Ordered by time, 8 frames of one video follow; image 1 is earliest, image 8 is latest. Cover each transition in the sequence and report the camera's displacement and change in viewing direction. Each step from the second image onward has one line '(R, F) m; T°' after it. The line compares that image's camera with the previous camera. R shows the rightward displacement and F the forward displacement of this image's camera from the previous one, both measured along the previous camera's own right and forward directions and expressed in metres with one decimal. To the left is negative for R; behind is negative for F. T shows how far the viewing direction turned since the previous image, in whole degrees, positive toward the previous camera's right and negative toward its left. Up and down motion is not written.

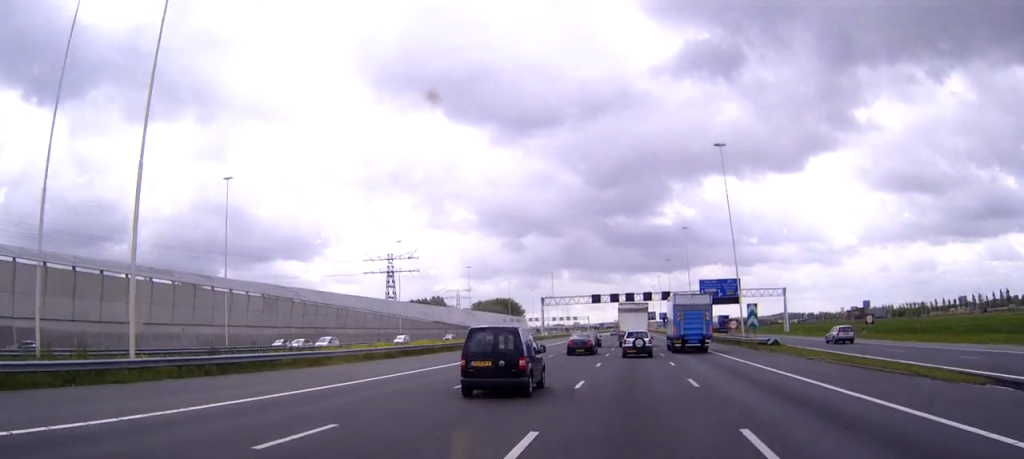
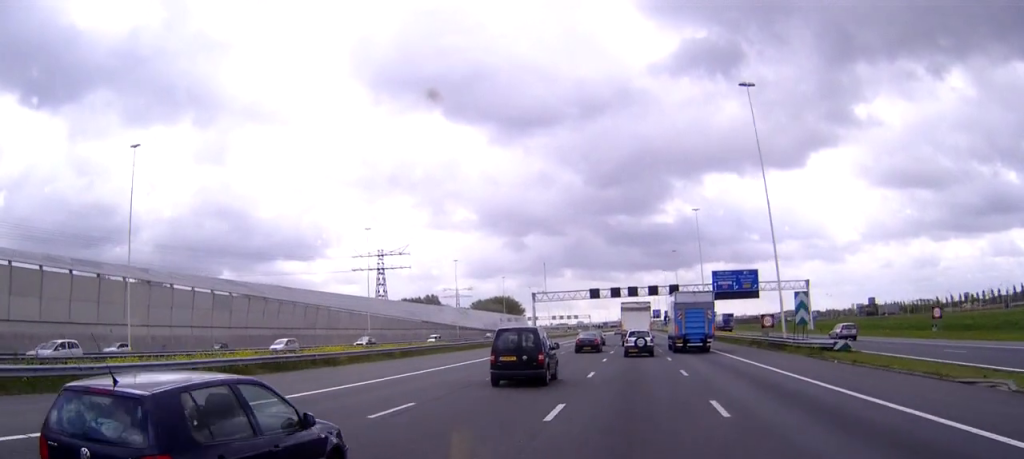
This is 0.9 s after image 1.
(+0.1, +19.2) m; 0°
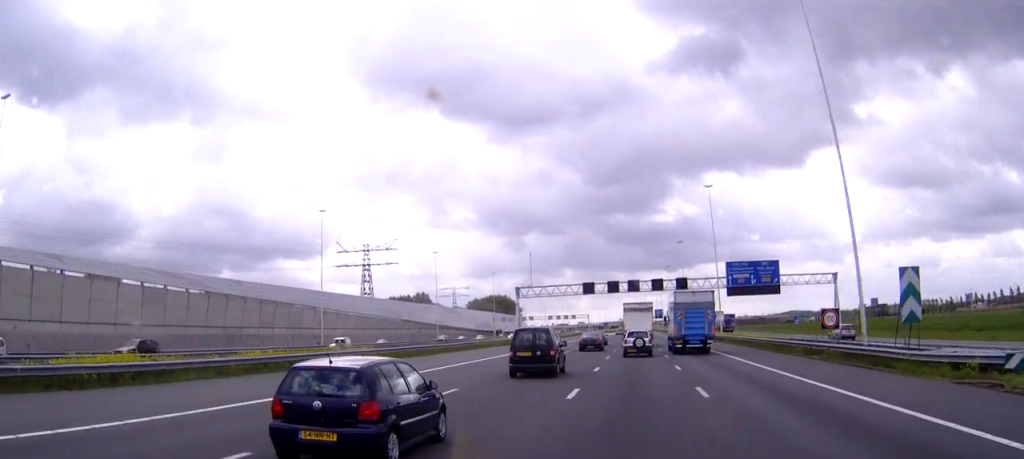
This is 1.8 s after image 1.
(0.0, +19.8) m; 0°
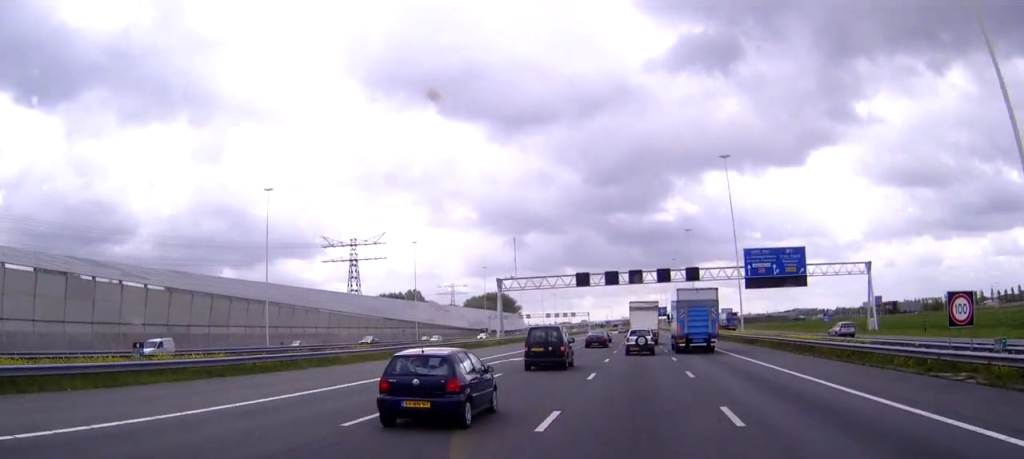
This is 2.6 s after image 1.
(0.0, +17.6) m; 0°
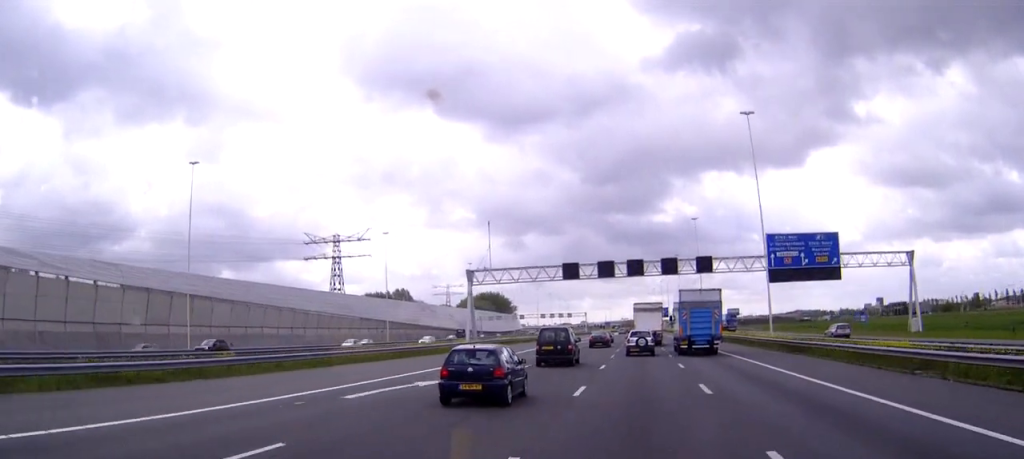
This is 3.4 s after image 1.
(-0.1, +17.6) m; 0°
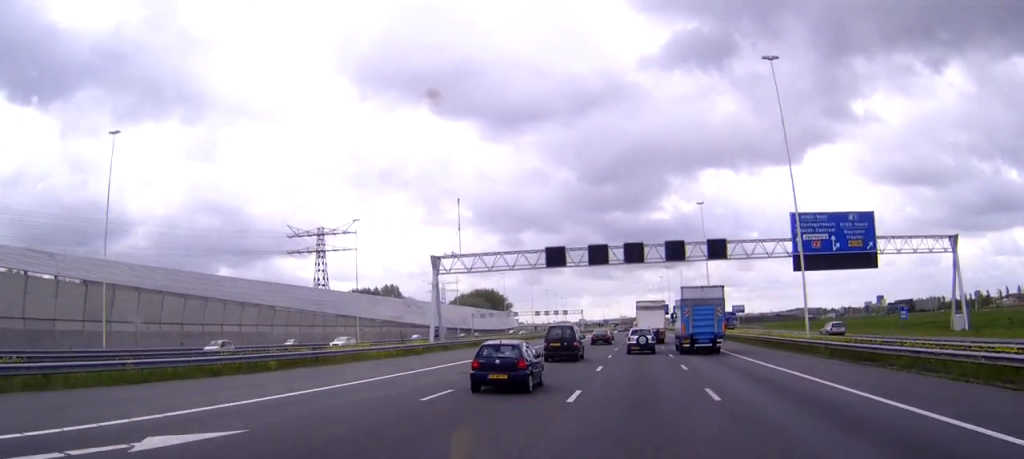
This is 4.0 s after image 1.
(0.0, +14.0) m; 0°
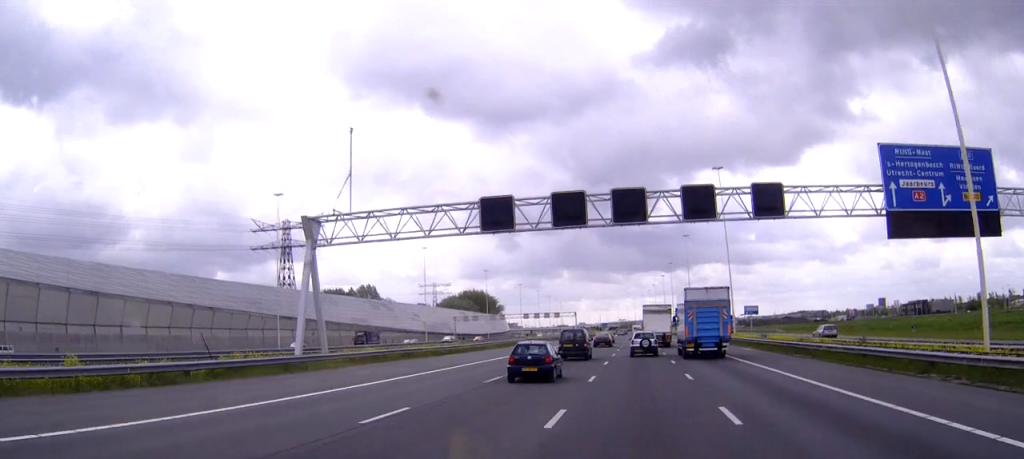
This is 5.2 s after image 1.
(0.0, +27.3) m; 0°
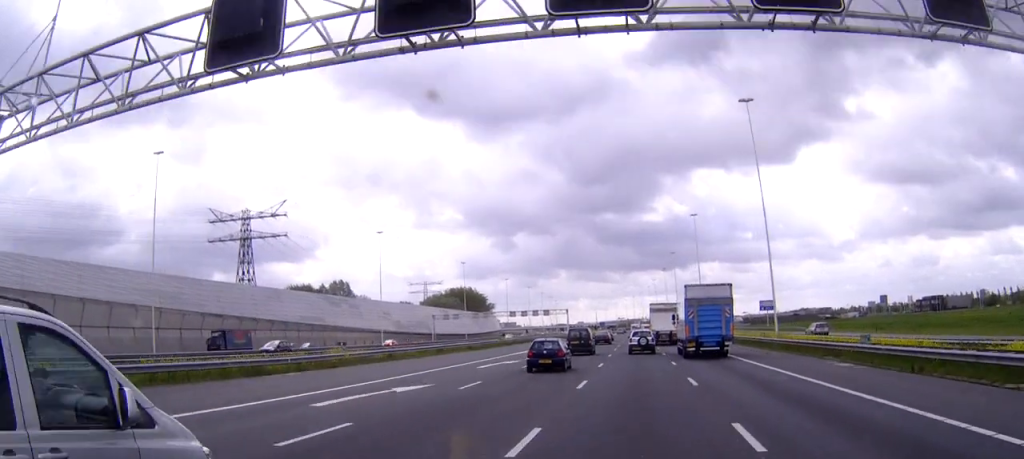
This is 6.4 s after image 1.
(+0.1, +26.6) m; 0°
